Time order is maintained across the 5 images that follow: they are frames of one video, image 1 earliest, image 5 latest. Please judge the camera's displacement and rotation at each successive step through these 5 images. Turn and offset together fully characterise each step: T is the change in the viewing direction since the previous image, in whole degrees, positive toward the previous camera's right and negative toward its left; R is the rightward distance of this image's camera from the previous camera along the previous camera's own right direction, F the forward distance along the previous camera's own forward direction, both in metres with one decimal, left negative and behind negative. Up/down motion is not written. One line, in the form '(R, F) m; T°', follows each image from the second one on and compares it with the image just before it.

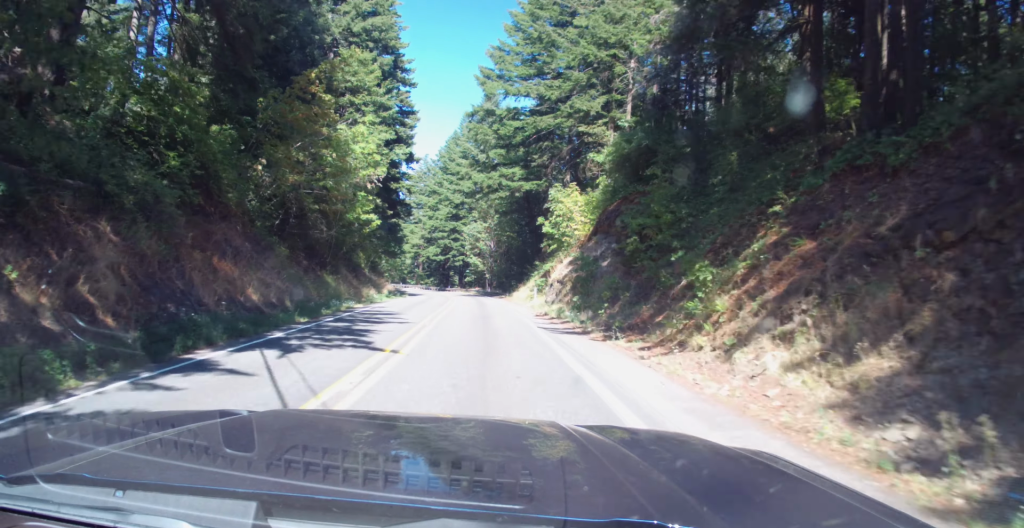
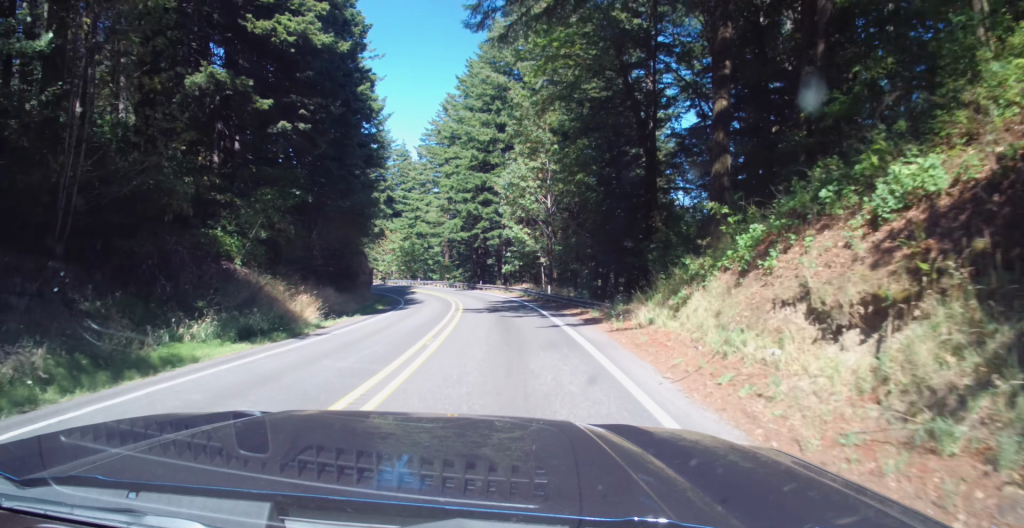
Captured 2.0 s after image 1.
(0.0, +41.2) m; 0°
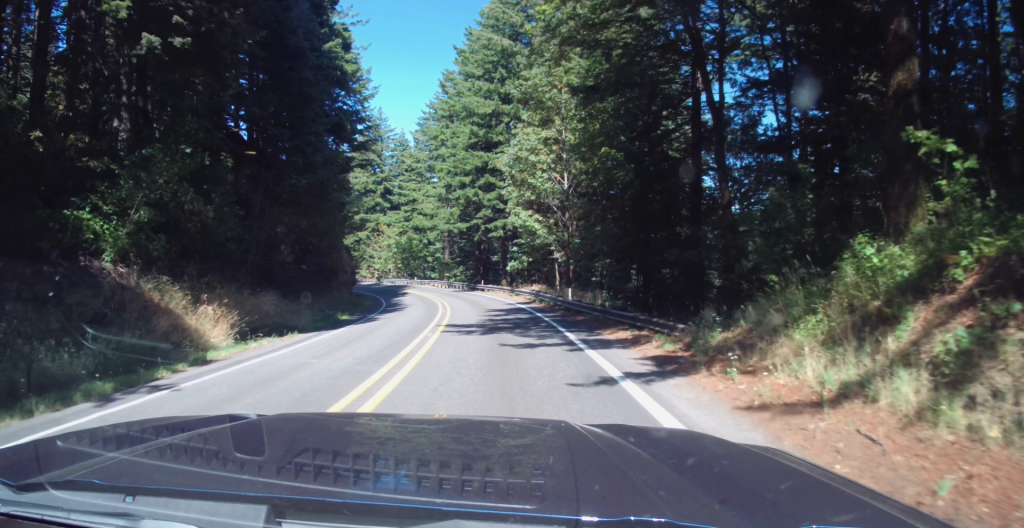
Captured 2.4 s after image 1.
(0.0, +10.4) m; 0°
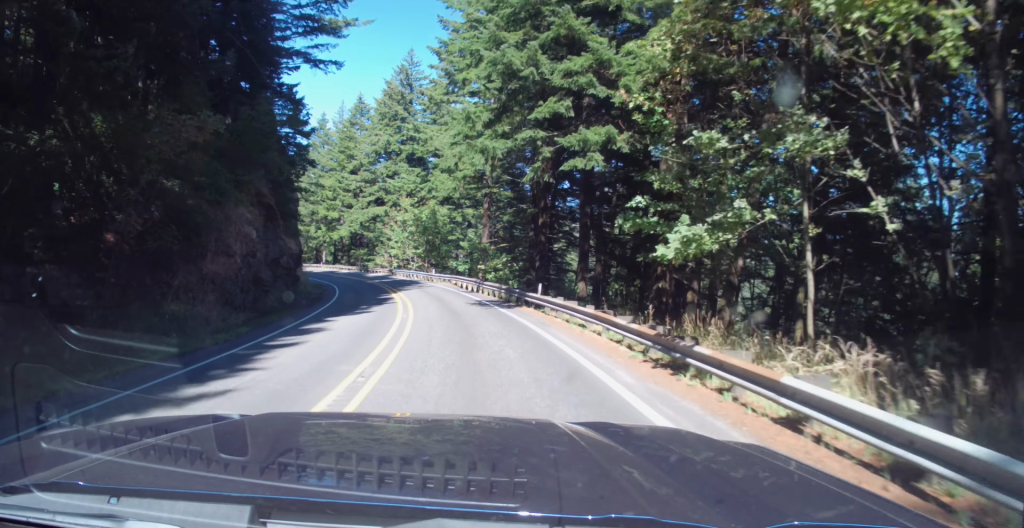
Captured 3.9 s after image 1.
(0.0, +32.1) m; 0°
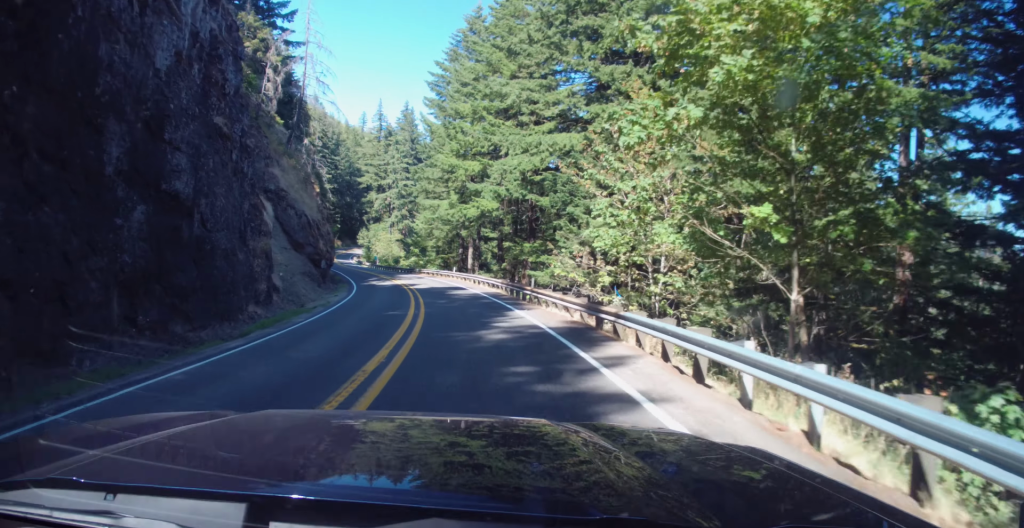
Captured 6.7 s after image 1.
(-3.2, +58.1) m; -15°
